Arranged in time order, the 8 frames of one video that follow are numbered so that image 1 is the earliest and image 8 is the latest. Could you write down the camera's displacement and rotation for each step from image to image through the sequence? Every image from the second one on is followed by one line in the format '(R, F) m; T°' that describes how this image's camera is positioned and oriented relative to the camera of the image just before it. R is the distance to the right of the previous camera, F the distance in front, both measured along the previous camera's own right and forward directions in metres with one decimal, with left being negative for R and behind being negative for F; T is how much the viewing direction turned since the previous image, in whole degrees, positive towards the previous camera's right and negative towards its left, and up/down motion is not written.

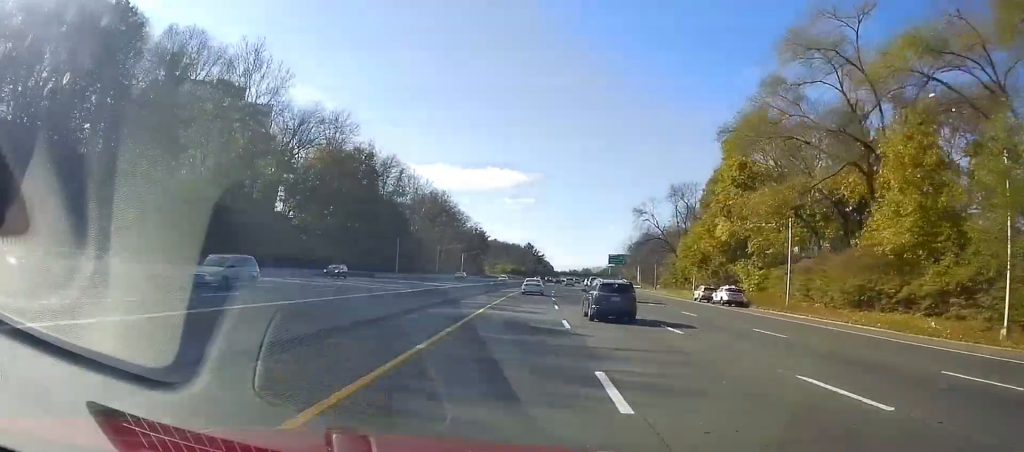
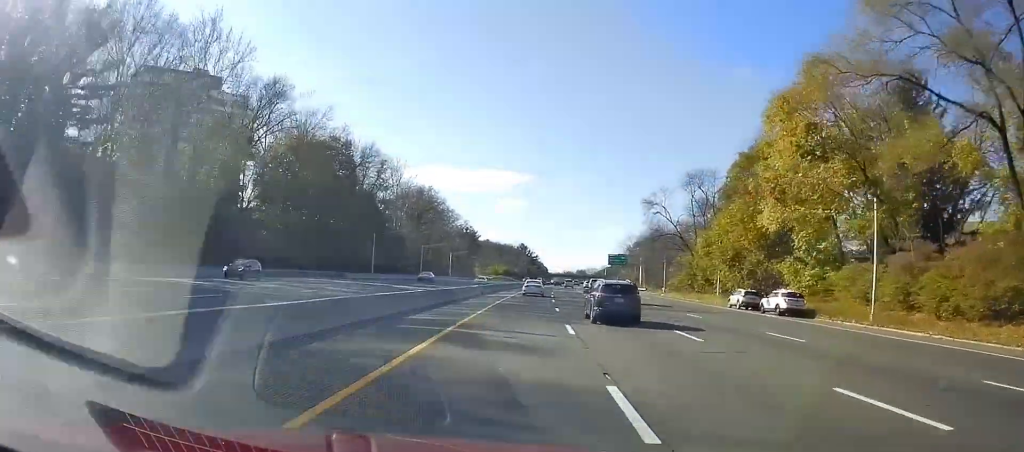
(-0.1, +13.7) m; 0°
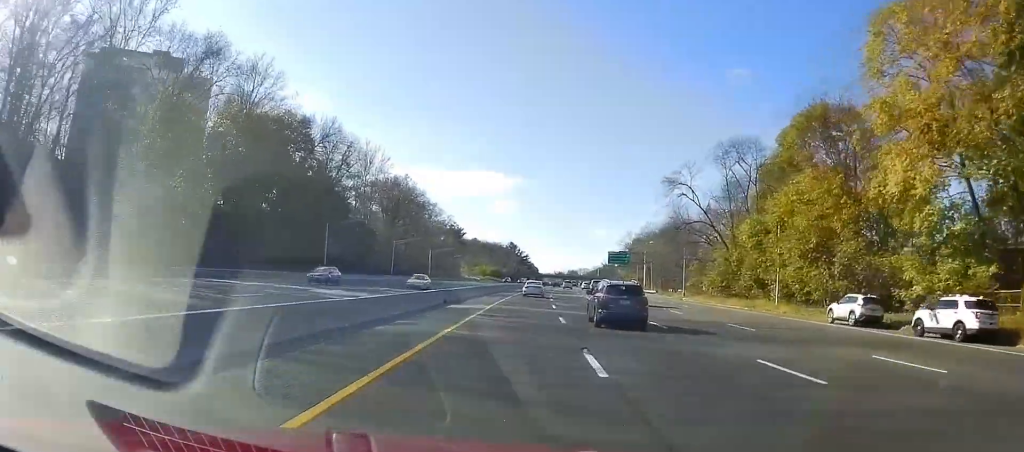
(+0.5, +19.9) m; +1°
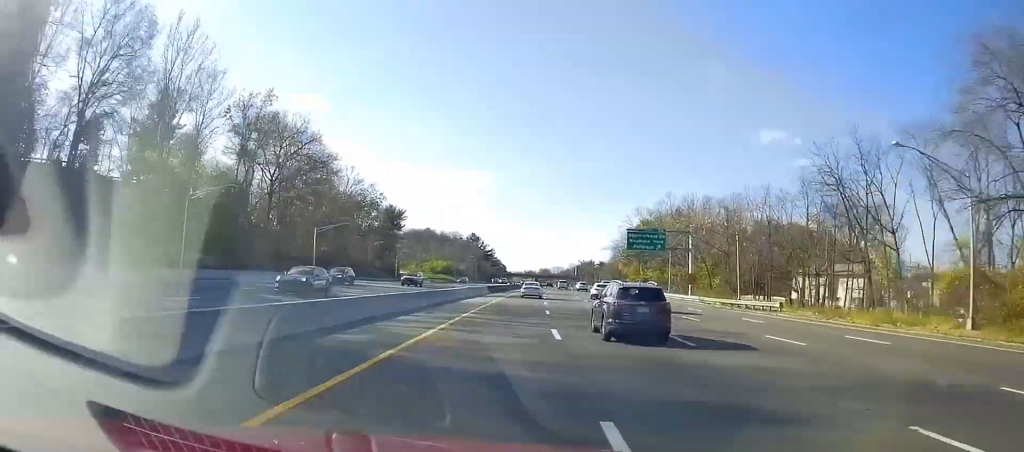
(+0.9, +66.2) m; +3°
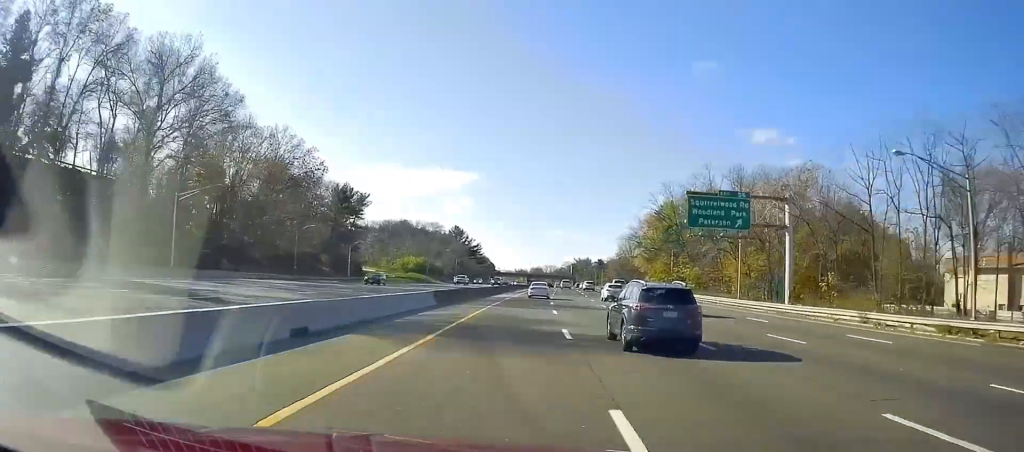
(+1.2, +35.8) m; +2°
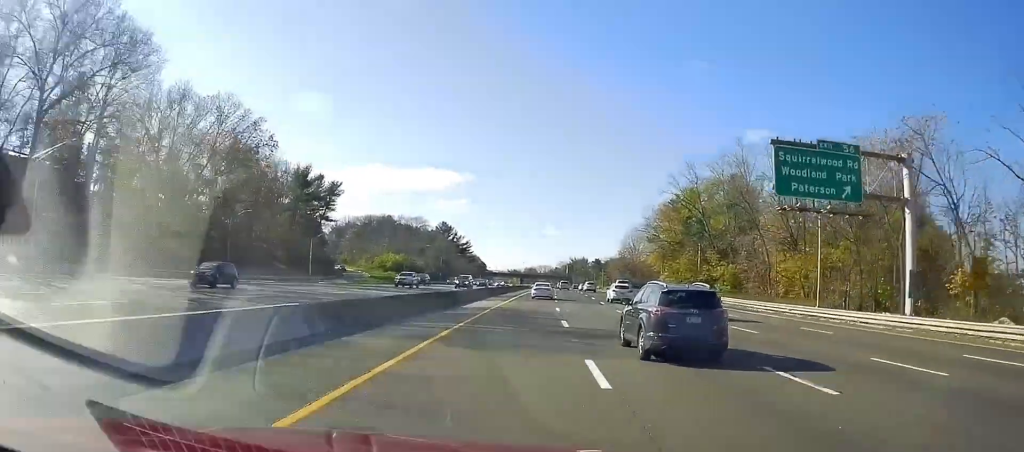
(-0.3, +19.1) m; 0°
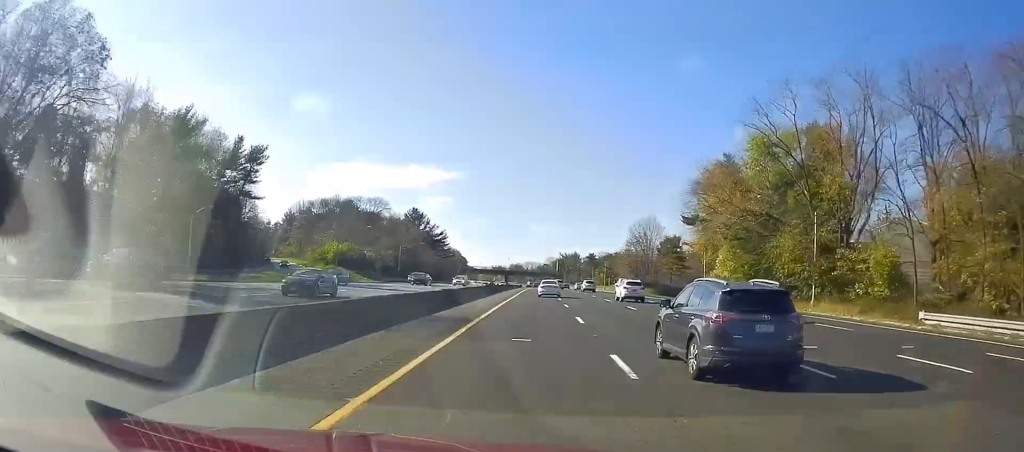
(+0.3, +36.4) m; +1°
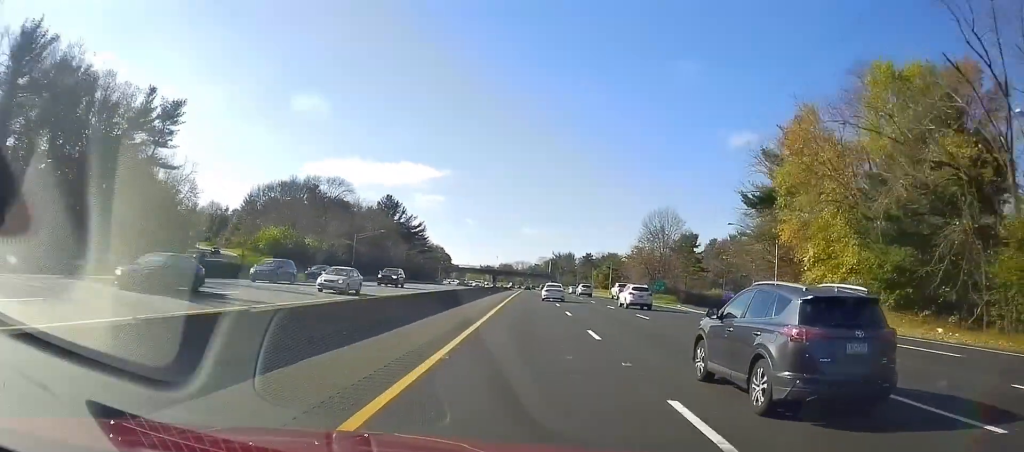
(+0.3, +27.2) m; +1°
